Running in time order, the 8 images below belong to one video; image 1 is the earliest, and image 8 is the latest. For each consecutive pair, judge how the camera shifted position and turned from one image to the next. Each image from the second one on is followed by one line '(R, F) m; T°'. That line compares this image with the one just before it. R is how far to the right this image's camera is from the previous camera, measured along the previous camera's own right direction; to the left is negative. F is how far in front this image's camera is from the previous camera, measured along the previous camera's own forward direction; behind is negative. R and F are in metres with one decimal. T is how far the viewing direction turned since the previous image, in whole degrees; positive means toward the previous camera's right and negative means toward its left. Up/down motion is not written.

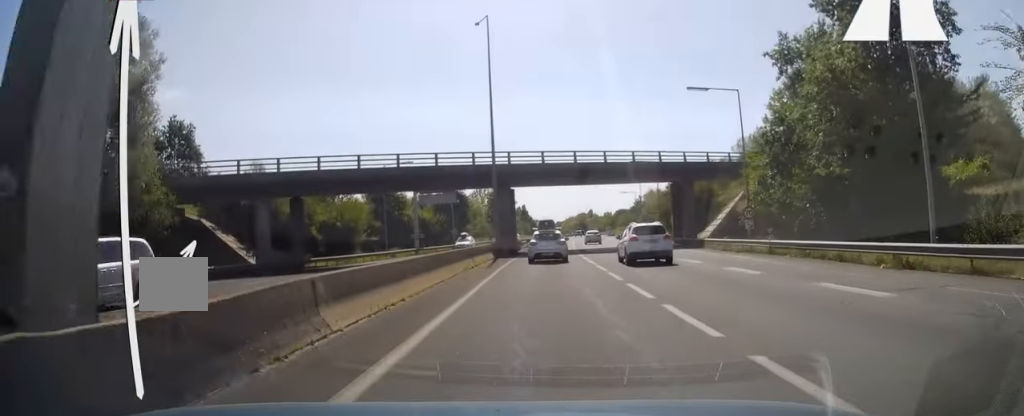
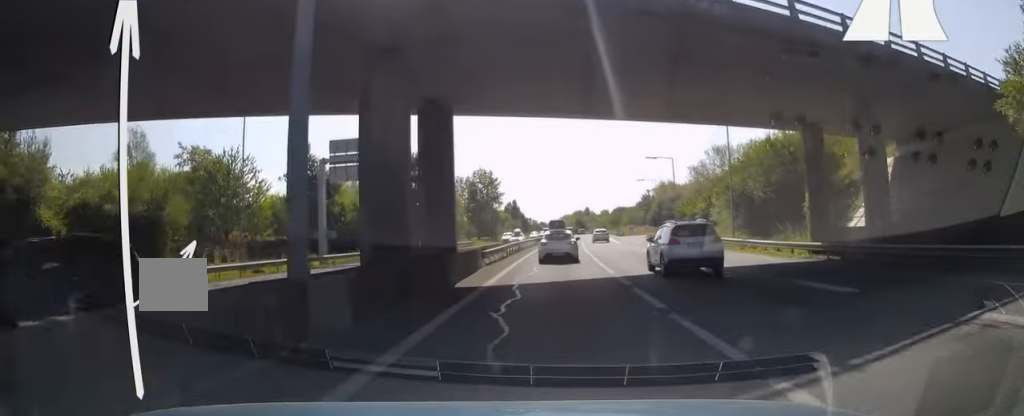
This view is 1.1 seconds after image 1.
(+0.3, +30.9) m; 0°
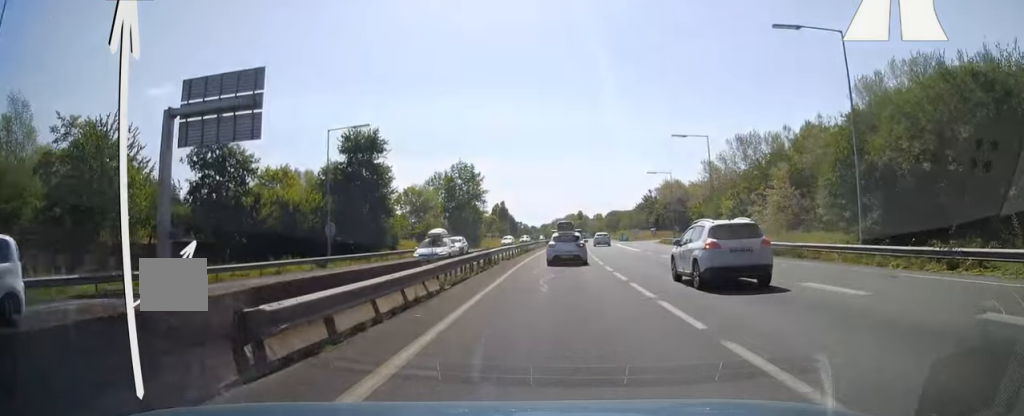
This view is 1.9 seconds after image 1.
(0.0, +19.4) m; 0°
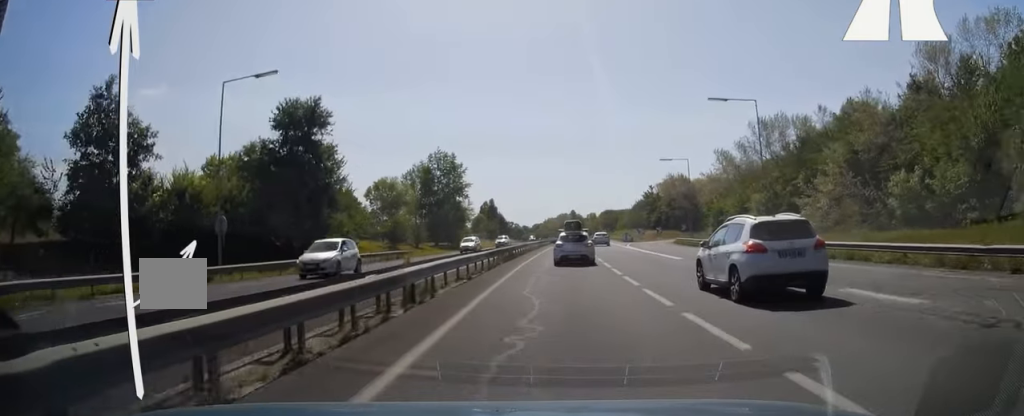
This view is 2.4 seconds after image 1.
(-0.1, +14.5) m; 0°
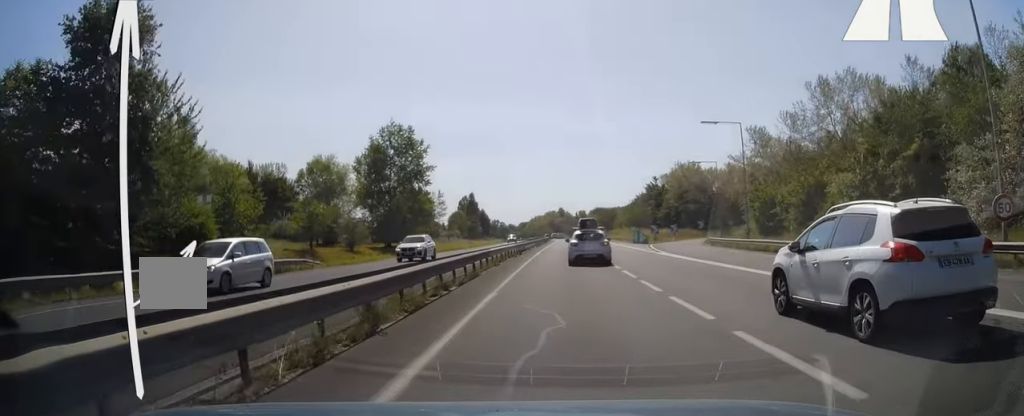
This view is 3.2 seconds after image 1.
(+0.2, +23.2) m; +1°
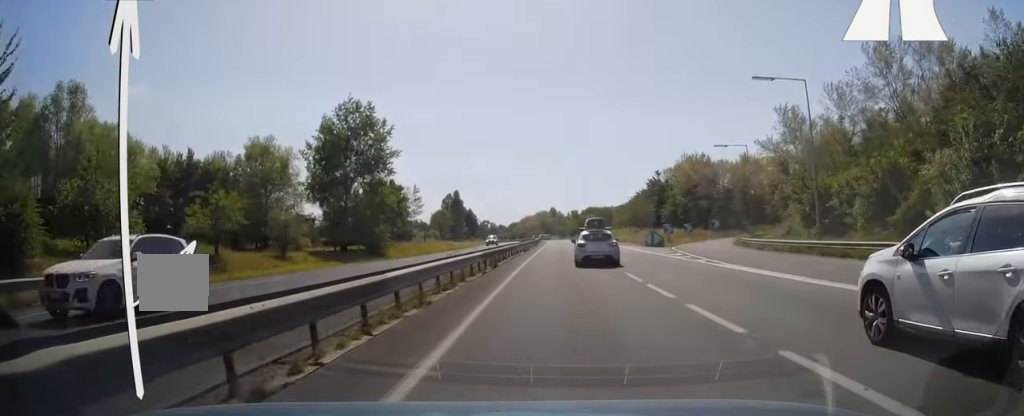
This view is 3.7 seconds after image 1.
(+0.1, +14.1) m; +1°
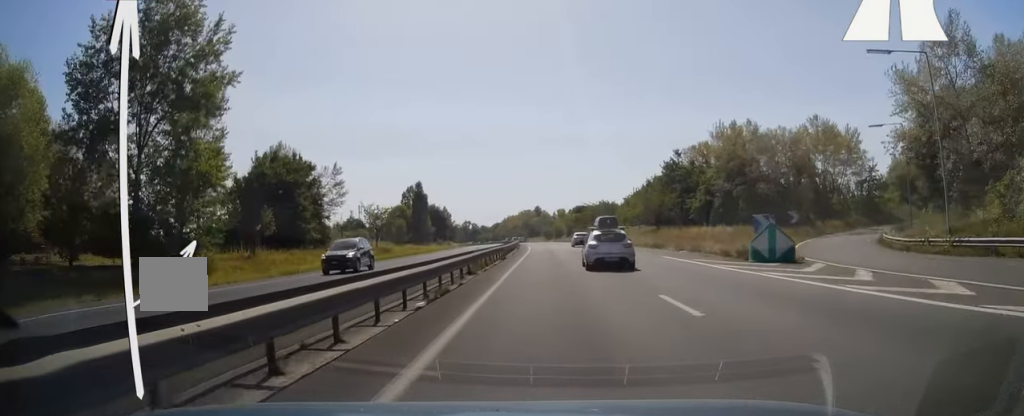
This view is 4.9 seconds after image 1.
(+0.6, +32.7) m; +2°
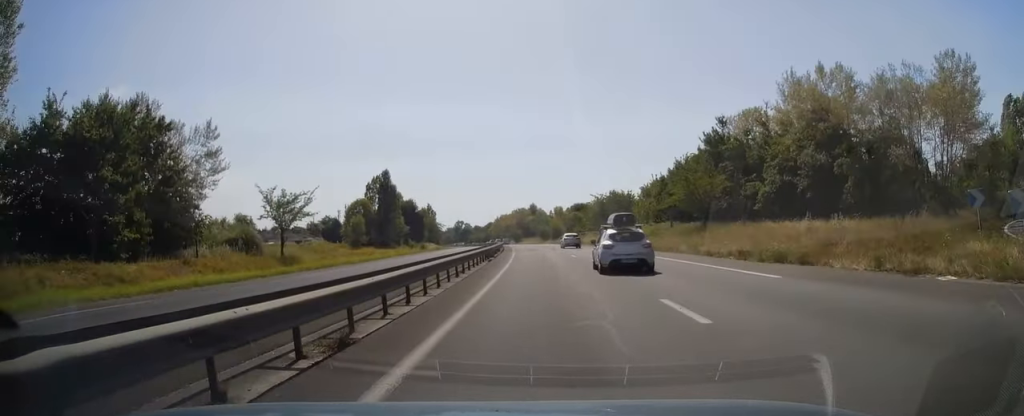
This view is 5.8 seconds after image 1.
(+0.4, +26.9) m; 0°
